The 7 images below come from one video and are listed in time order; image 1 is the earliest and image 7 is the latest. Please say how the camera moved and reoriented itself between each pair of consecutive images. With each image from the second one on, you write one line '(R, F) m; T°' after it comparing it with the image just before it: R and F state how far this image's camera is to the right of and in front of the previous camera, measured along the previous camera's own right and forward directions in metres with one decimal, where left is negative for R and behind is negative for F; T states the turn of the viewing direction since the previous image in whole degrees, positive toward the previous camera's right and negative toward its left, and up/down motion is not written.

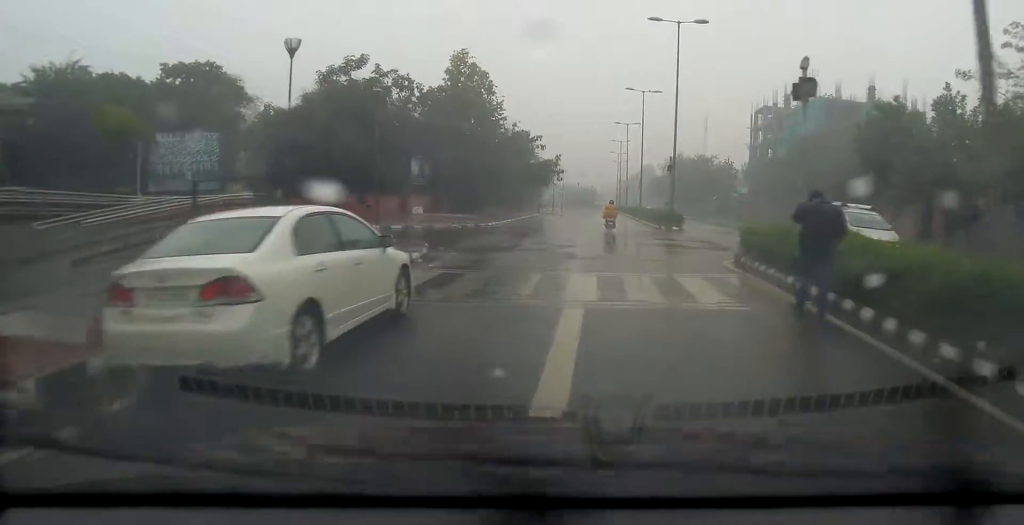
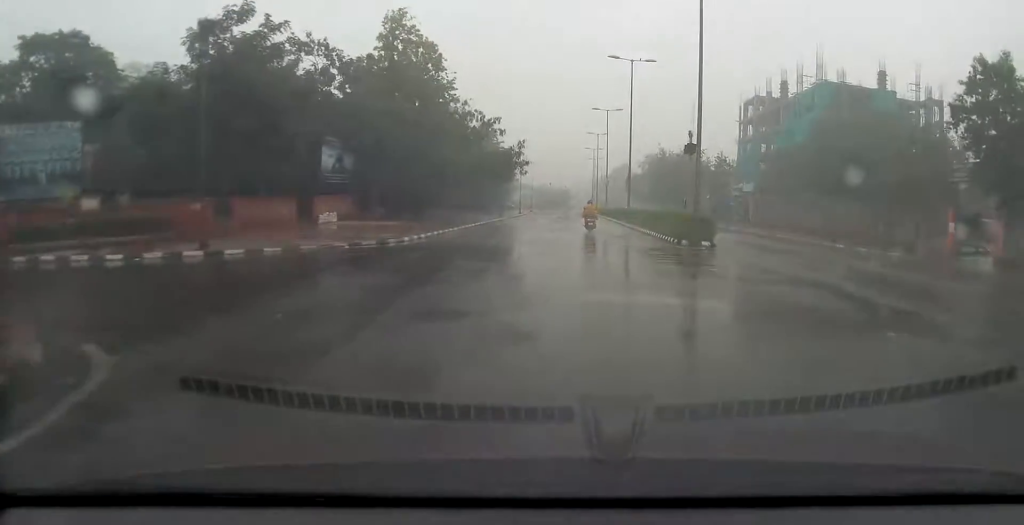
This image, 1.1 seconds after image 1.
(0.0, +13.6) m; 0°
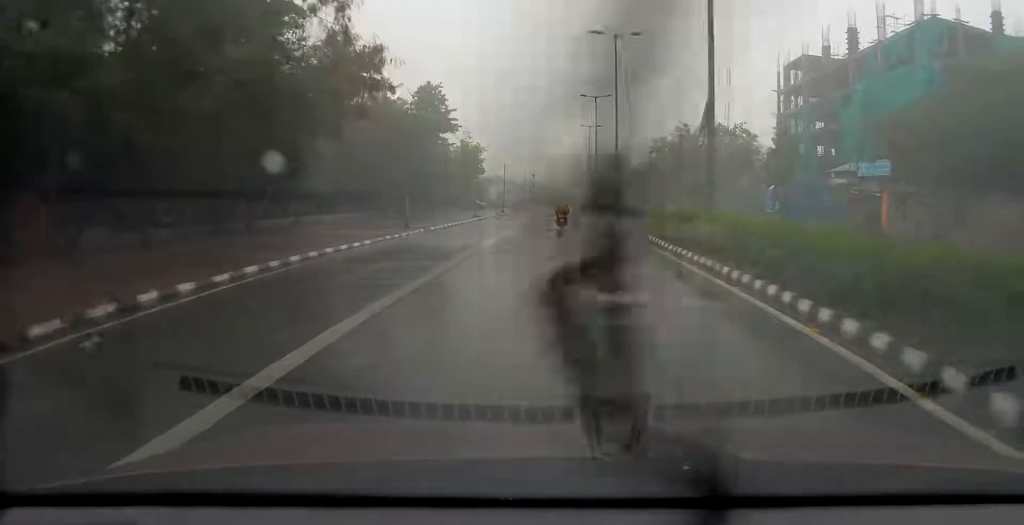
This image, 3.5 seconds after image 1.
(+0.9, +30.9) m; +2°
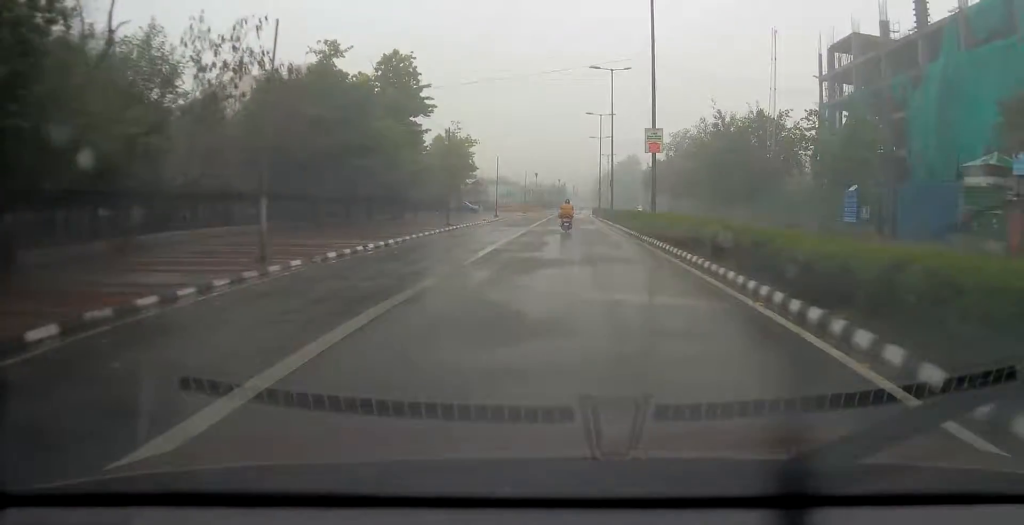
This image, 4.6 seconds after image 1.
(-0.3, +15.0) m; 0°
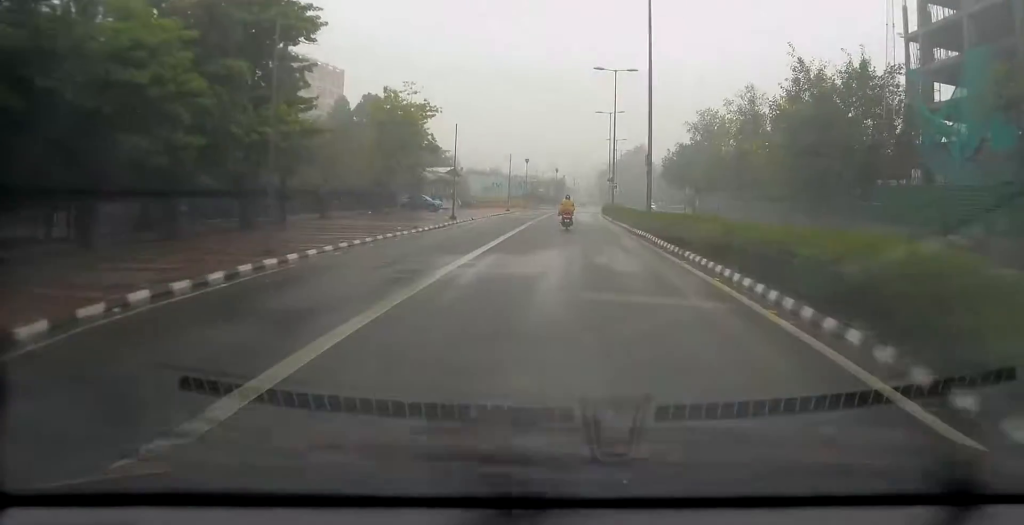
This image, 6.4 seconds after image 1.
(0.0, +23.7) m; -2°
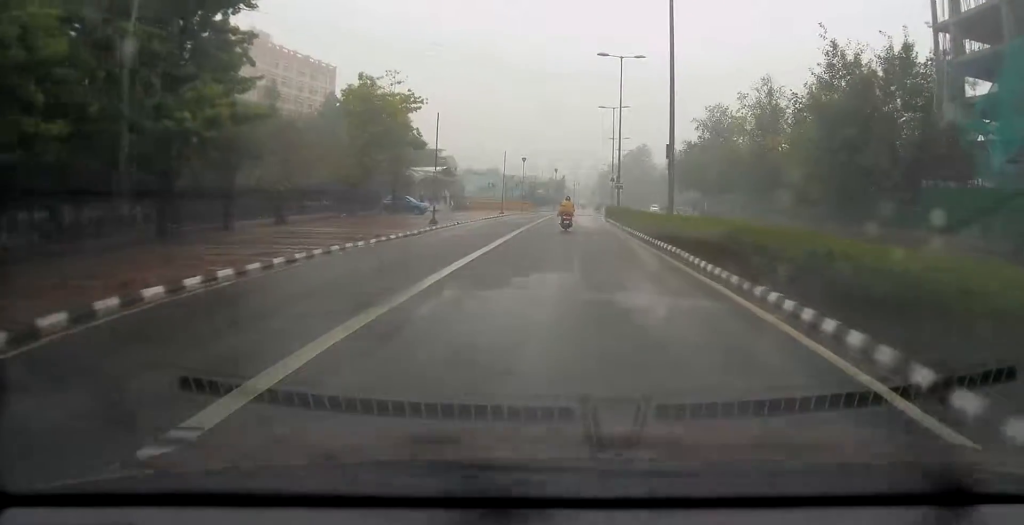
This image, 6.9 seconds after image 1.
(0.0, +5.9) m; 0°
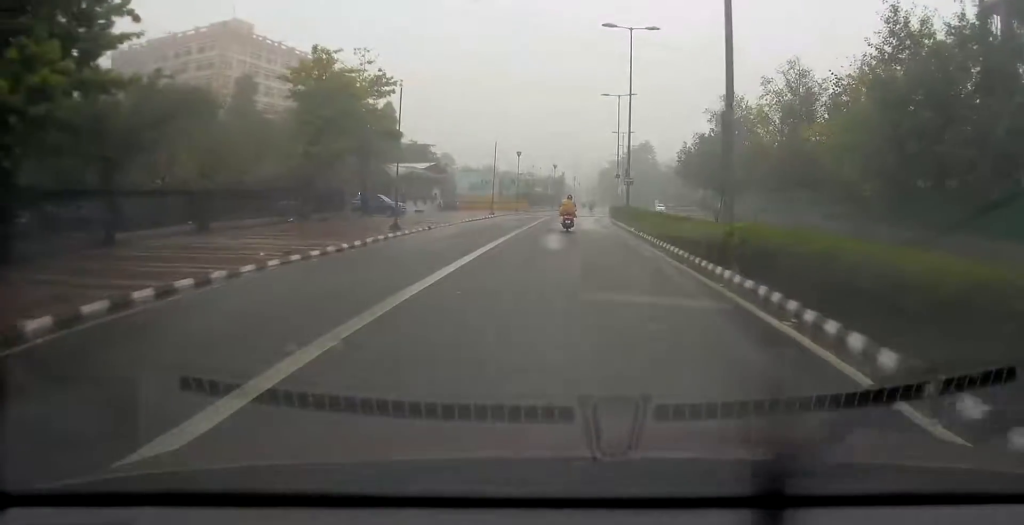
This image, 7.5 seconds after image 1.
(0.0, +8.0) m; 0°
